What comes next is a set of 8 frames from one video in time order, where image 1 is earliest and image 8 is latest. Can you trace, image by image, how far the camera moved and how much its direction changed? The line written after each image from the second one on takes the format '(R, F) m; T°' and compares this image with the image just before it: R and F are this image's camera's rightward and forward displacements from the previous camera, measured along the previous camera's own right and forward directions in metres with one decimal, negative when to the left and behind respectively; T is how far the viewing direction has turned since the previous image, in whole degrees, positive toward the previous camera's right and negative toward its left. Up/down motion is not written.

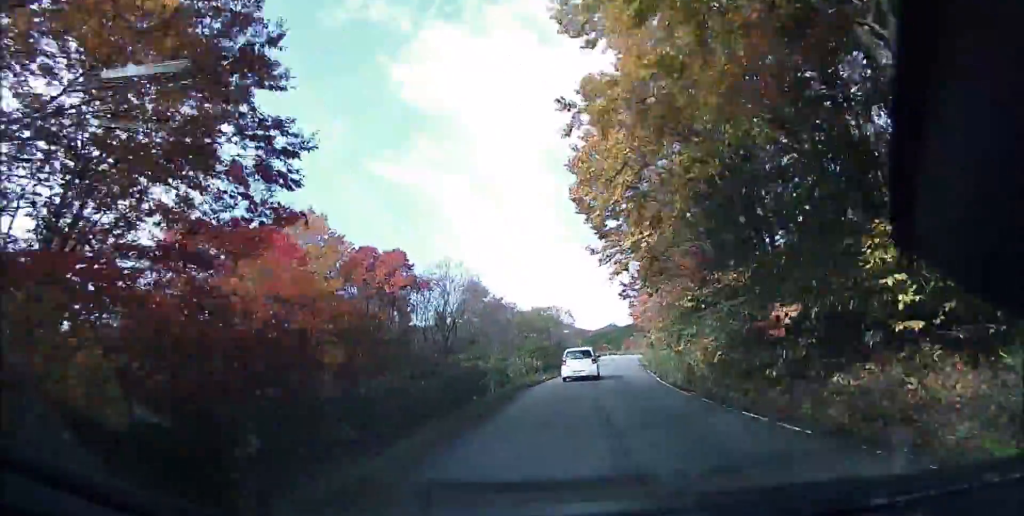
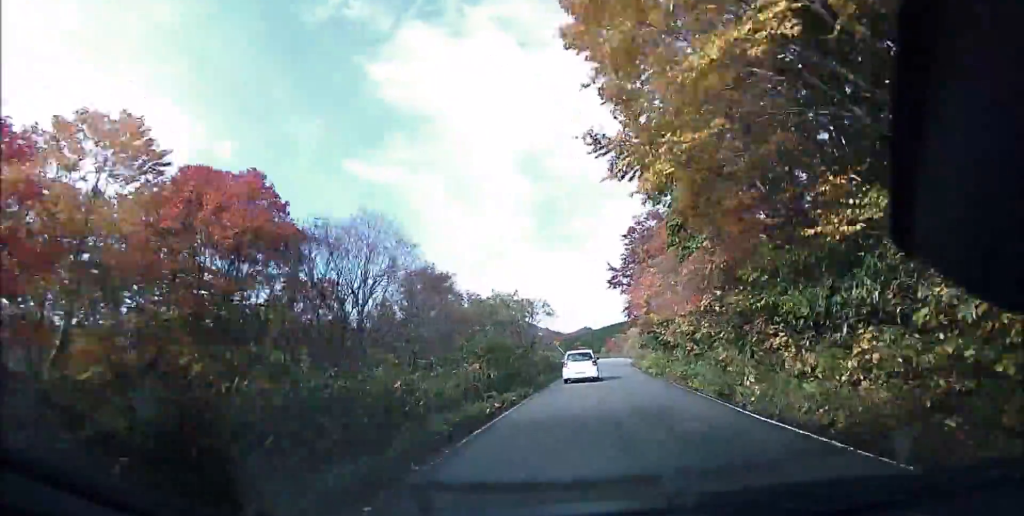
(+0.4, +10.5) m; +5°
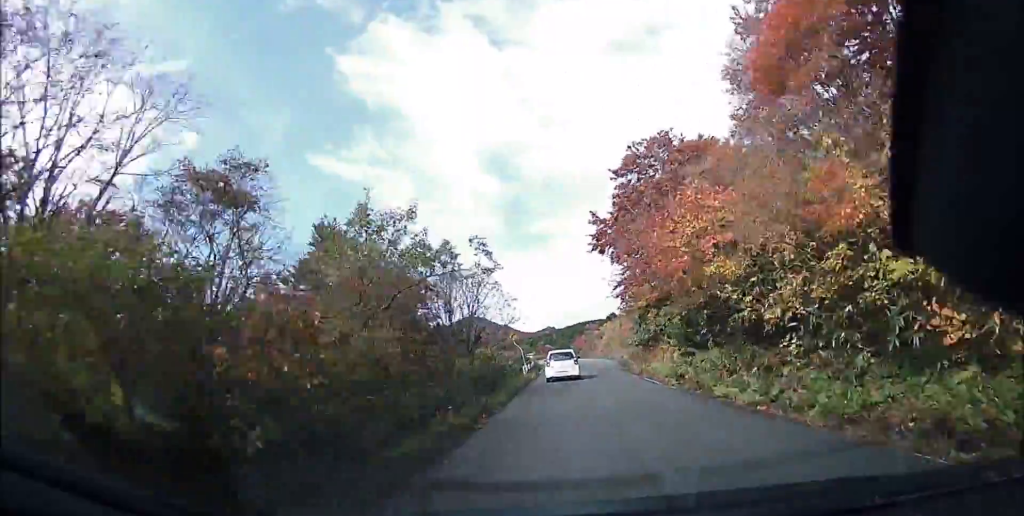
(+1.1, +14.0) m; +6°
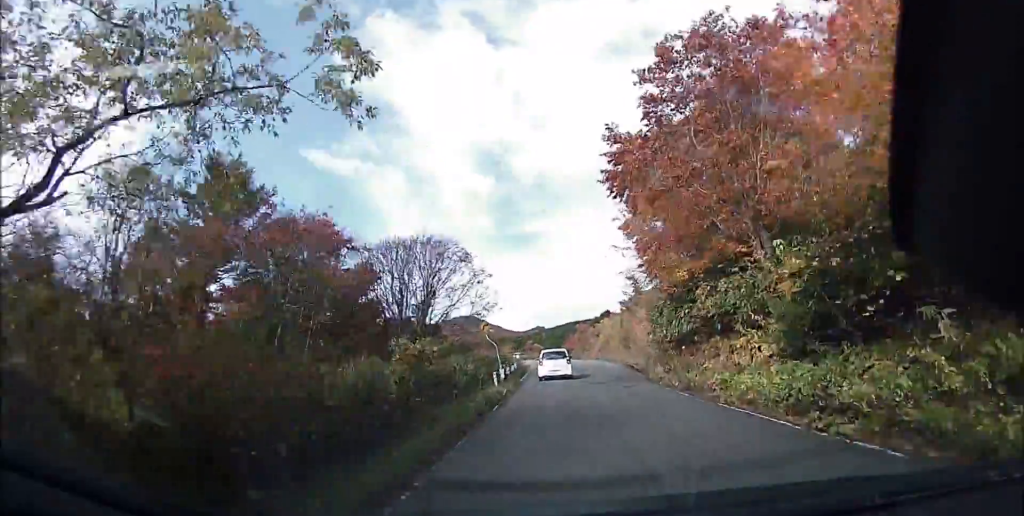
(+0.2, +9.1) m; +1°
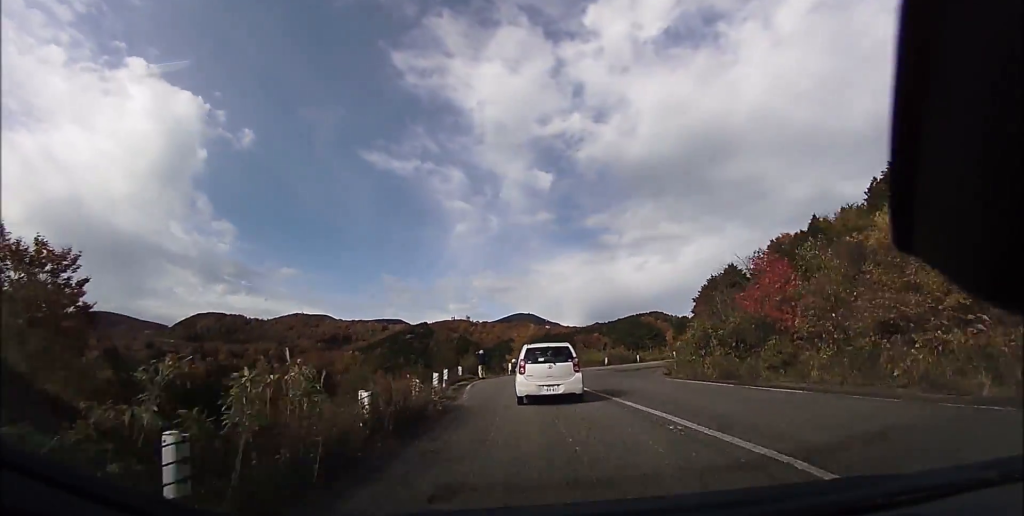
(0.0, +55.8) m; -6°
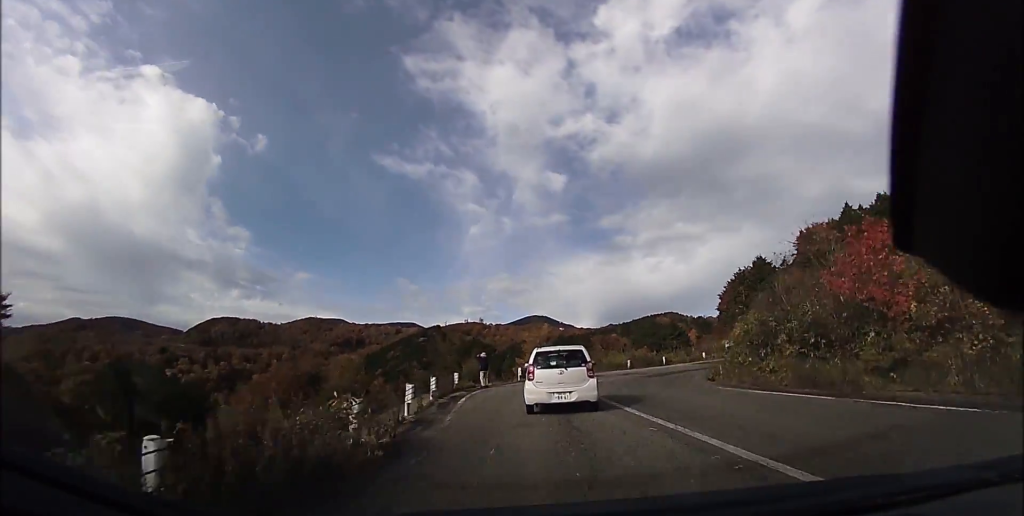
(-0.1, +4.5) m; 0°
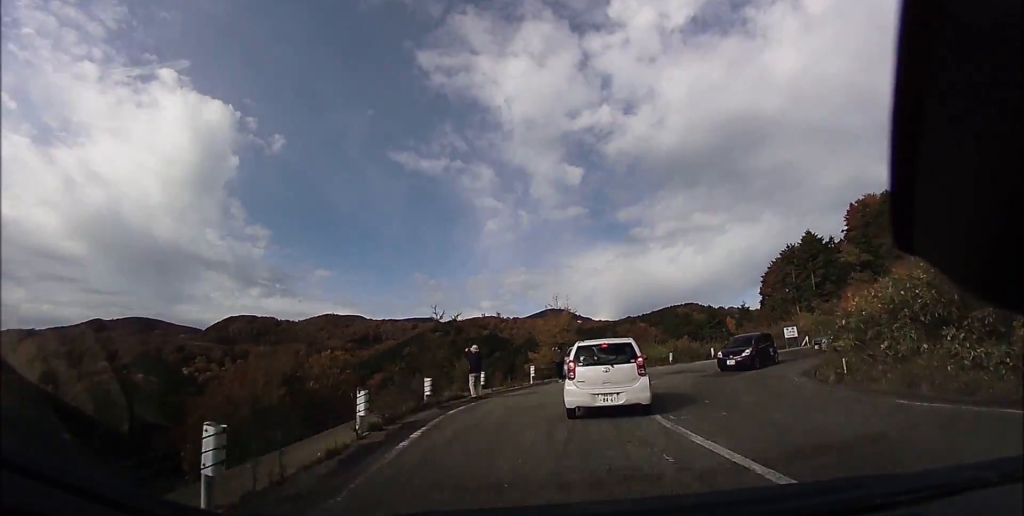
(-0.1, +8.5) m; 0°
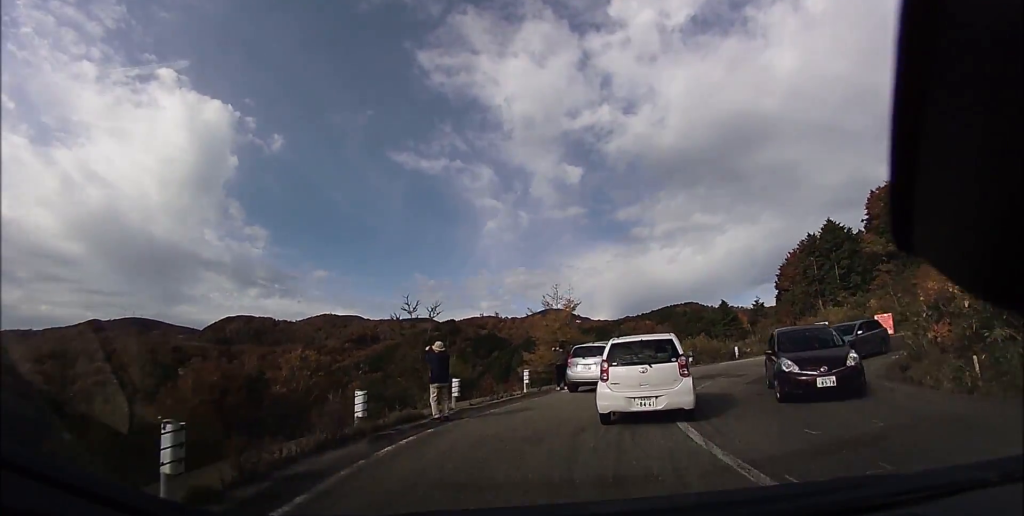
(+0.1, +5.9) m; 0°
